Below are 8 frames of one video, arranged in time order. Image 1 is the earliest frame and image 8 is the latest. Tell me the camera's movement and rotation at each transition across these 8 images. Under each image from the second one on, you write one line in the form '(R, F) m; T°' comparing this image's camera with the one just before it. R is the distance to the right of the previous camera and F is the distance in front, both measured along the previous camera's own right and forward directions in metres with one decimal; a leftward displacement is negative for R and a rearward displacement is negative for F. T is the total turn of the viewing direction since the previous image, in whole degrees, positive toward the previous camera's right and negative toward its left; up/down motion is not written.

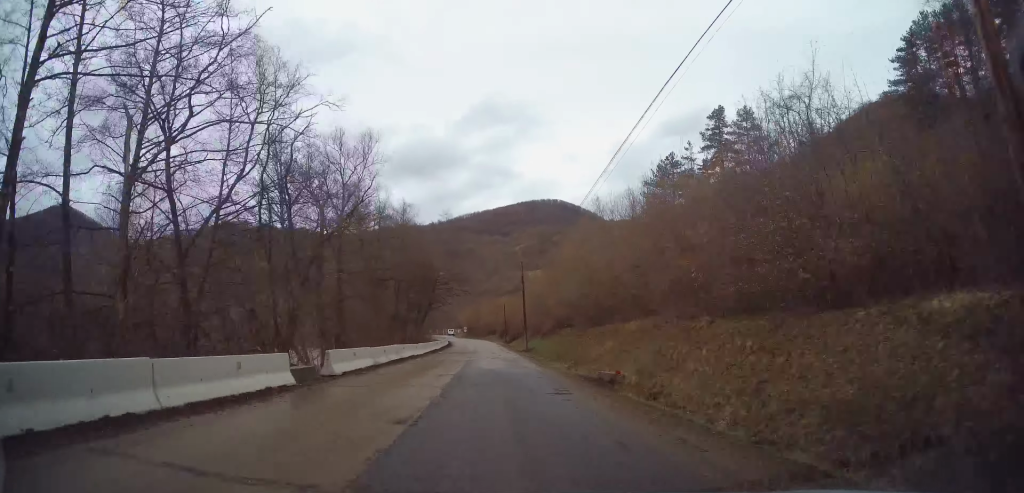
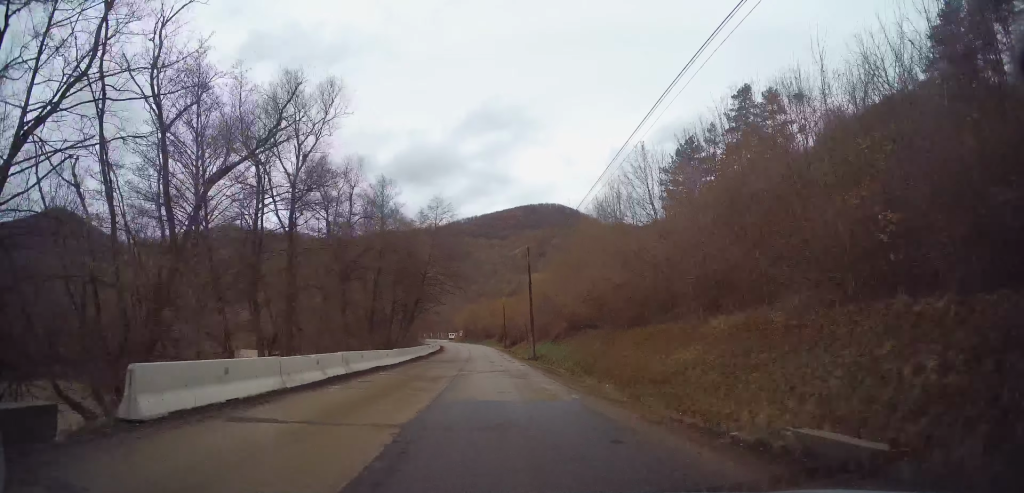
(+0.3, +10.2) m; 0°
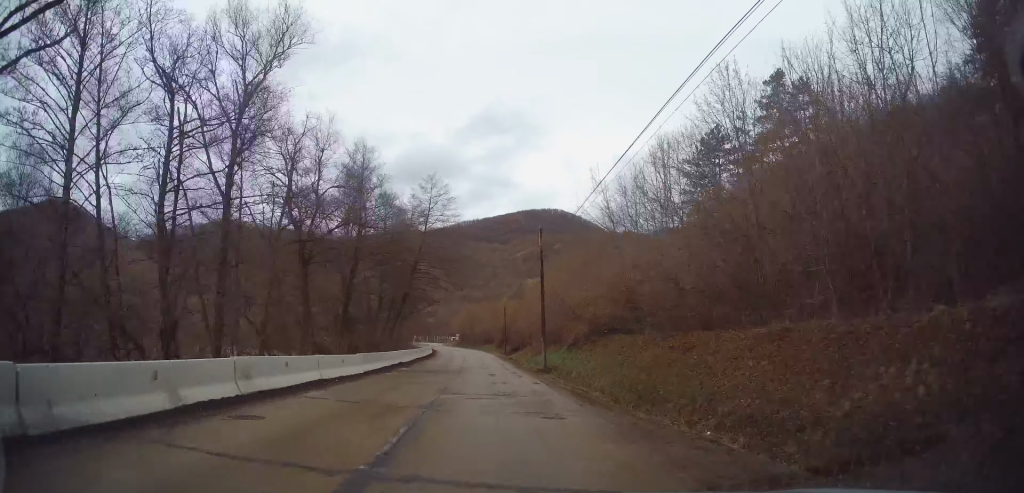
(+0.1, +8.5) m; 0°
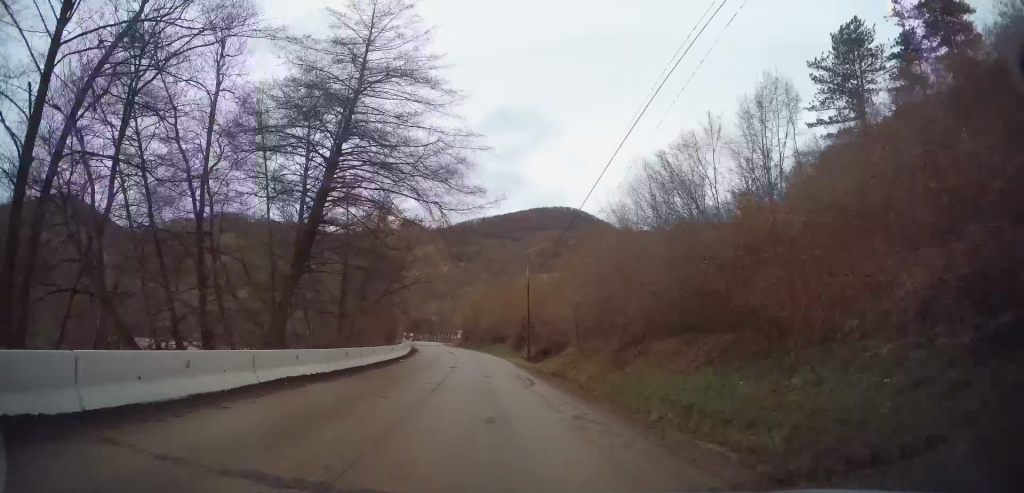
(-0.2, +29.2) m; -1°
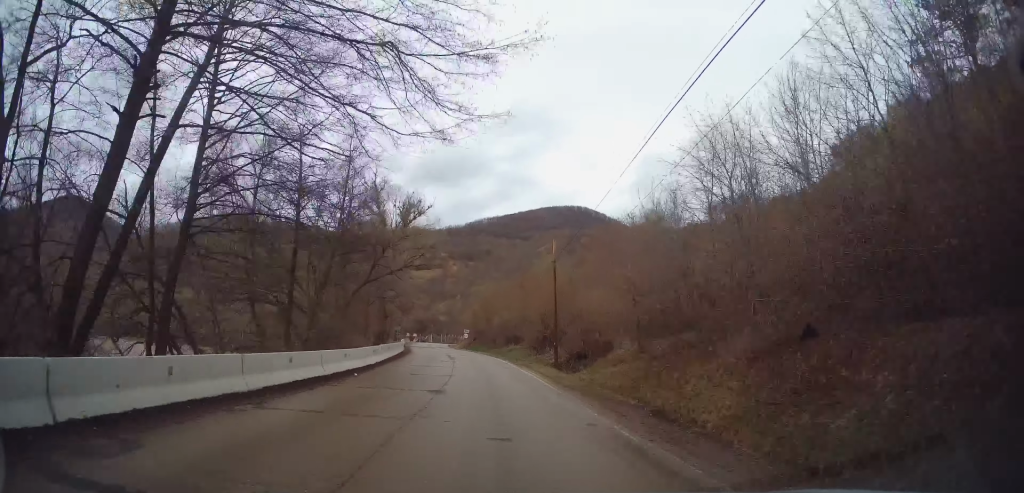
(-0.2, +12.8) m; -2°
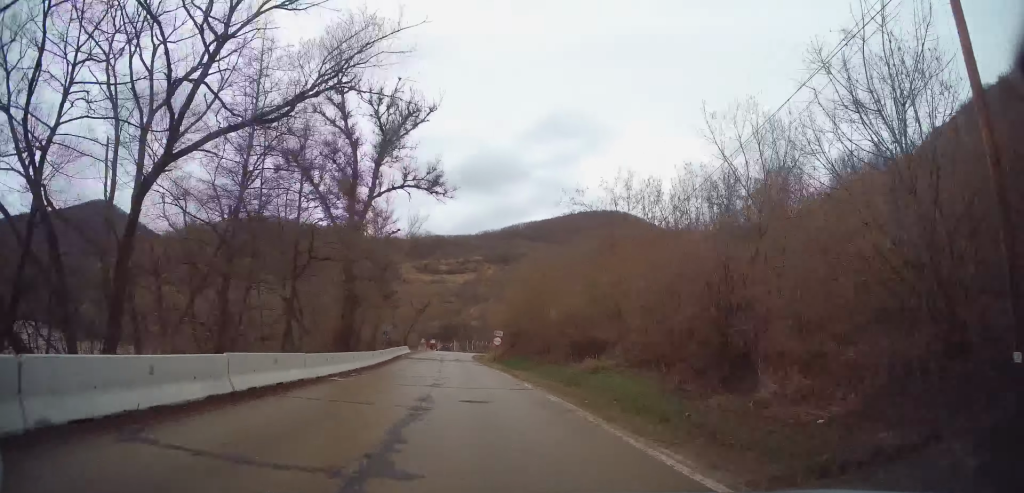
(-1.1, +30.9) m; -4°
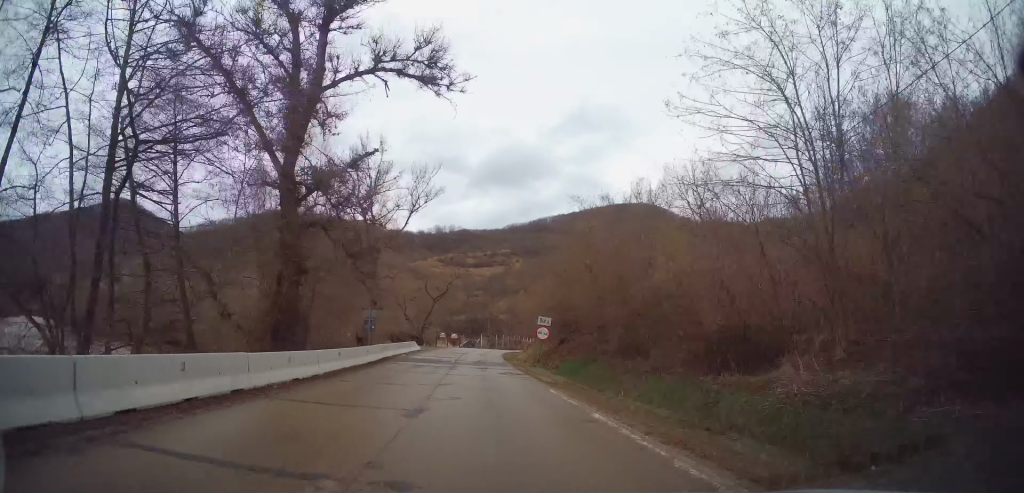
(-0.3, +17.1) m; -1°
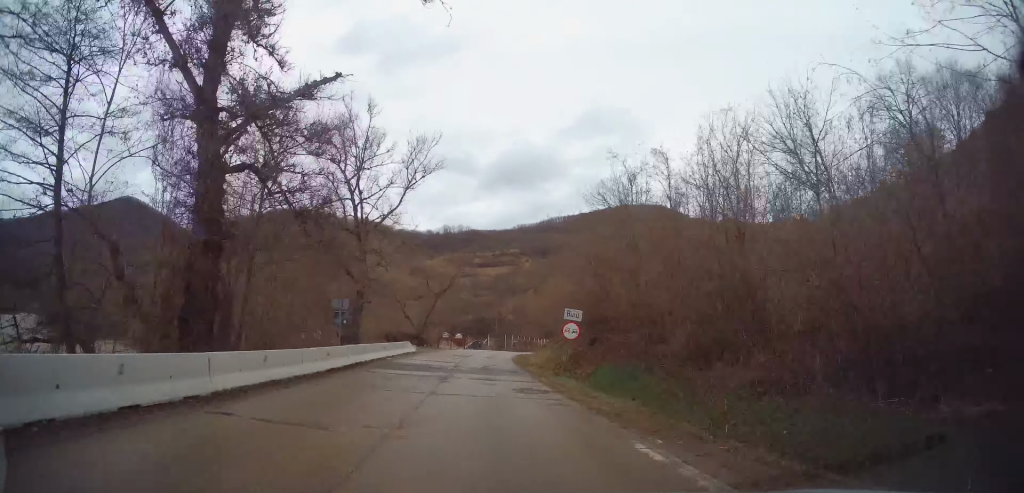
(-0.1, +7.9) m; 0°
